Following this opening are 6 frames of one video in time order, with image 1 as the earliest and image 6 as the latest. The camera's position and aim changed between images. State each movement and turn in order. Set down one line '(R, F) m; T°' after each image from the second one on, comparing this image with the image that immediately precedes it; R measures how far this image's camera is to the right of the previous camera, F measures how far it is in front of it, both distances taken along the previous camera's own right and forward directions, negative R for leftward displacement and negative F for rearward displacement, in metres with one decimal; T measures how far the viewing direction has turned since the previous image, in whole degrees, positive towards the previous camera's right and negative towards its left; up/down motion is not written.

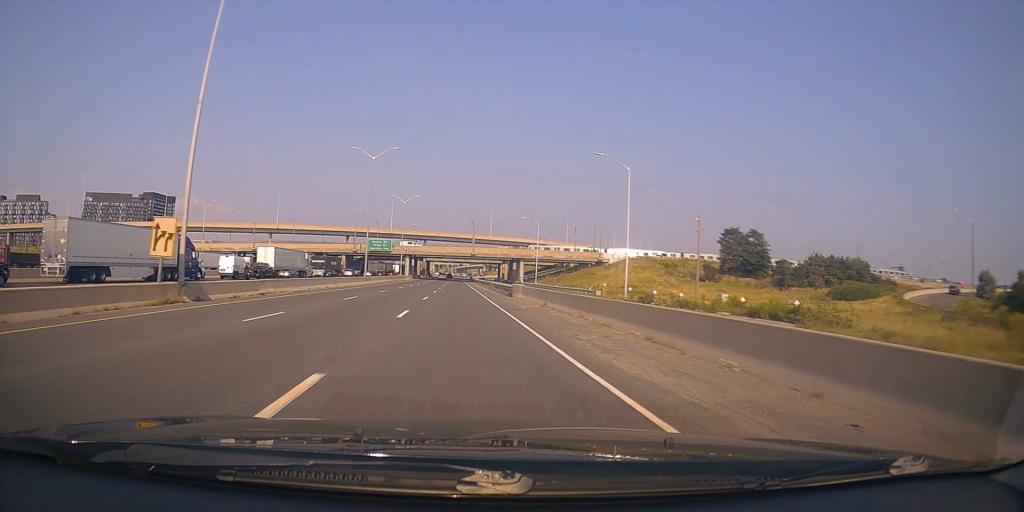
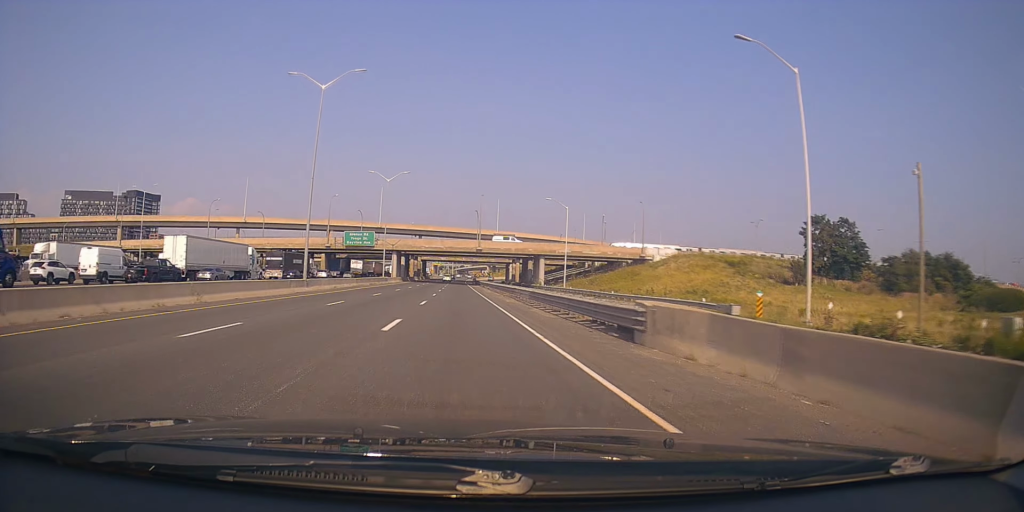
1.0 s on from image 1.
(+0.1, +28.3) m; 0°
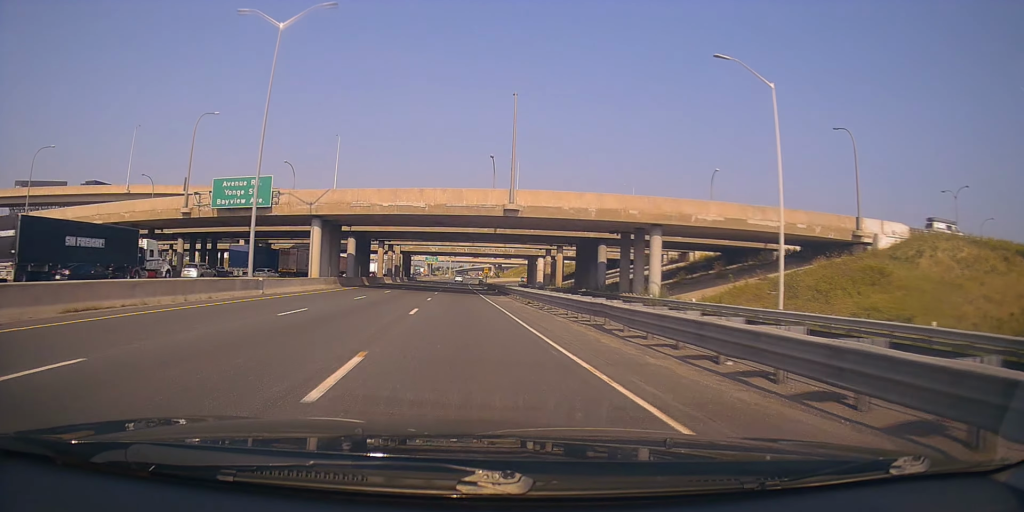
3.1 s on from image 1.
(-1.1, +56.6) m; 0°
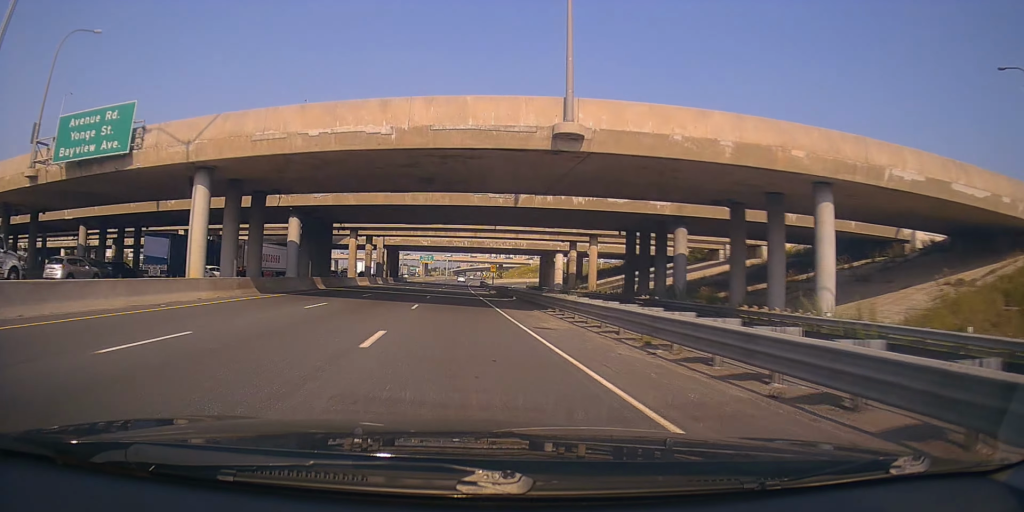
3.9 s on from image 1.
(+0.8, +21.0) m; +1°
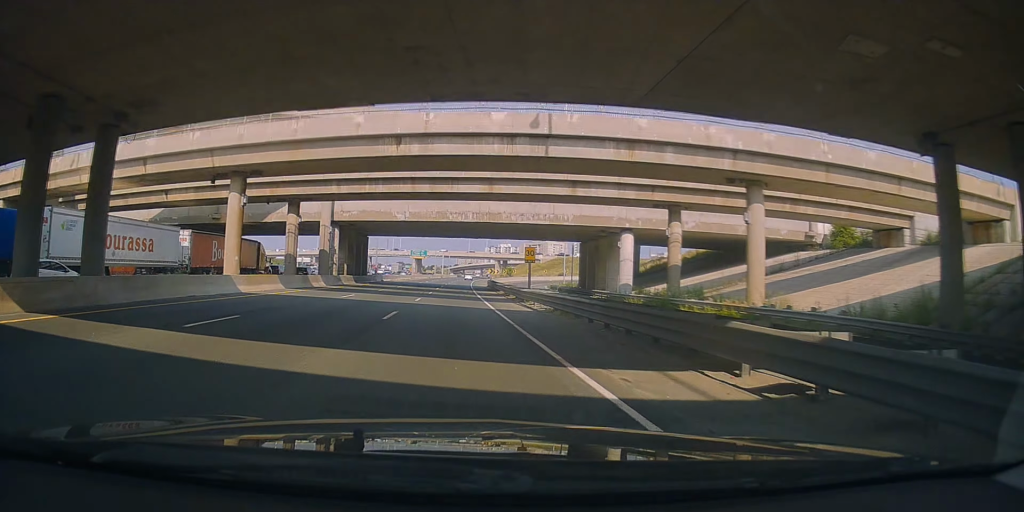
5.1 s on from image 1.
(-0.5, +33.7) m; -2°
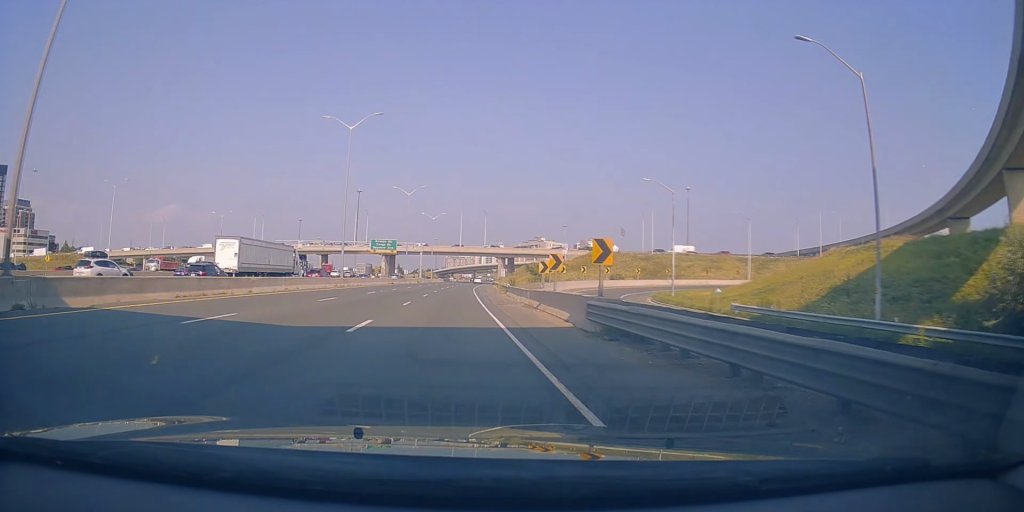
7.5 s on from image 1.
(-0.6, +64.5) m; +1°
